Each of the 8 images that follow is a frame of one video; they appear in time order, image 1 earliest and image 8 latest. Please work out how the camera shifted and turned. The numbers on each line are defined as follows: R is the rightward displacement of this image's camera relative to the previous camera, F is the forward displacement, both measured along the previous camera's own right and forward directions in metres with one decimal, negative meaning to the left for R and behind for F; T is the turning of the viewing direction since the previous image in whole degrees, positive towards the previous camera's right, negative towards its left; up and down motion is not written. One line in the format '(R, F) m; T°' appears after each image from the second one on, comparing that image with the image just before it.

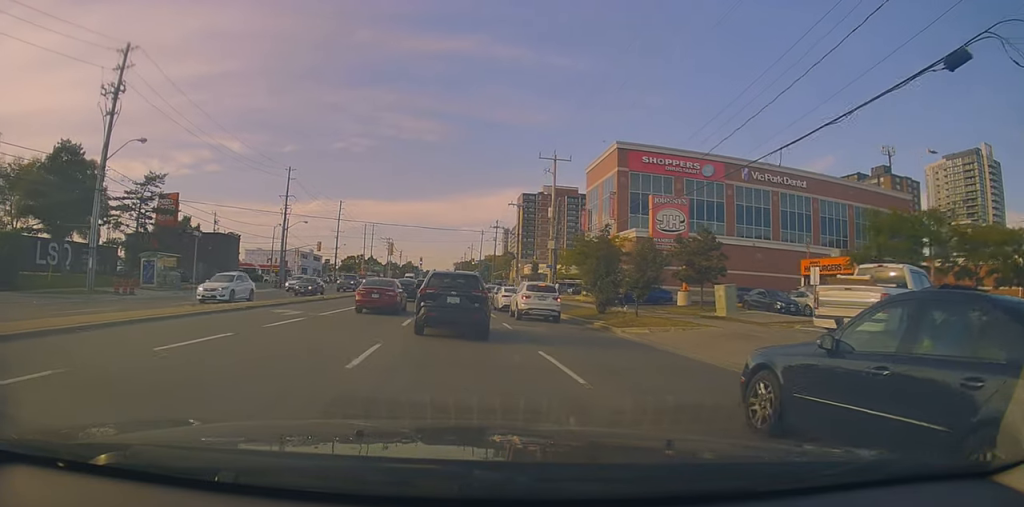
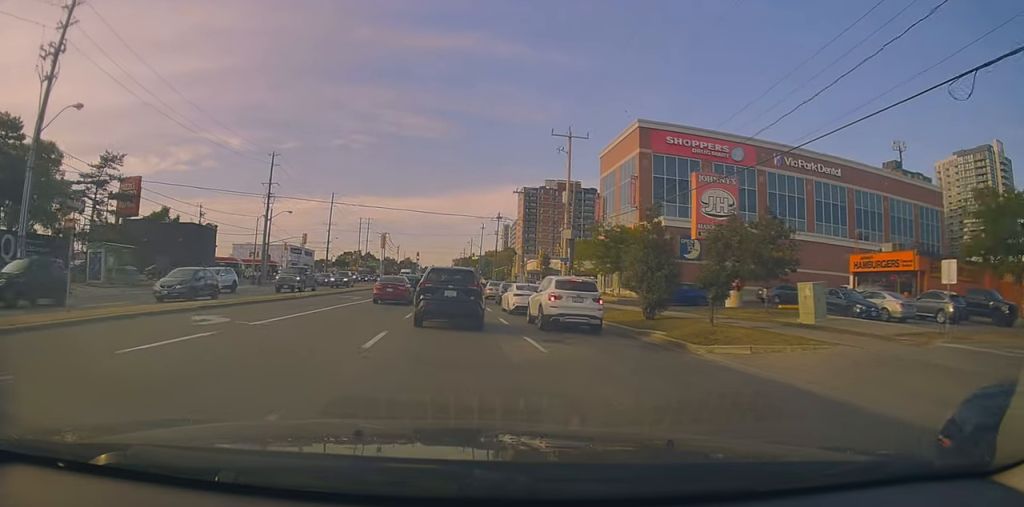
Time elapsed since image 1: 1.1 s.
(-0.2, +6.5) m; 0°
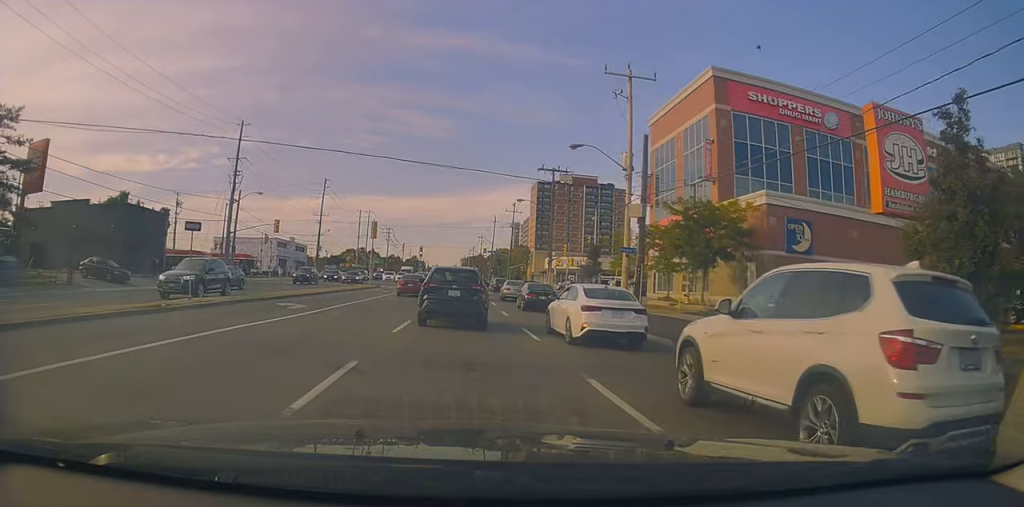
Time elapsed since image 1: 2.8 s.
(-0.6, +12.4) m; -4°
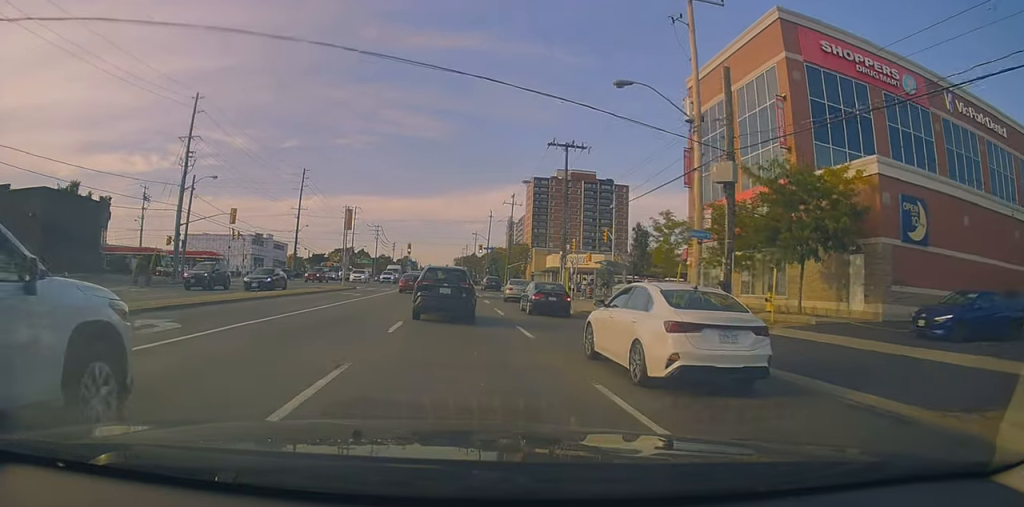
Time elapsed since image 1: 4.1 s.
(+0.5, +10.1) m; +4°
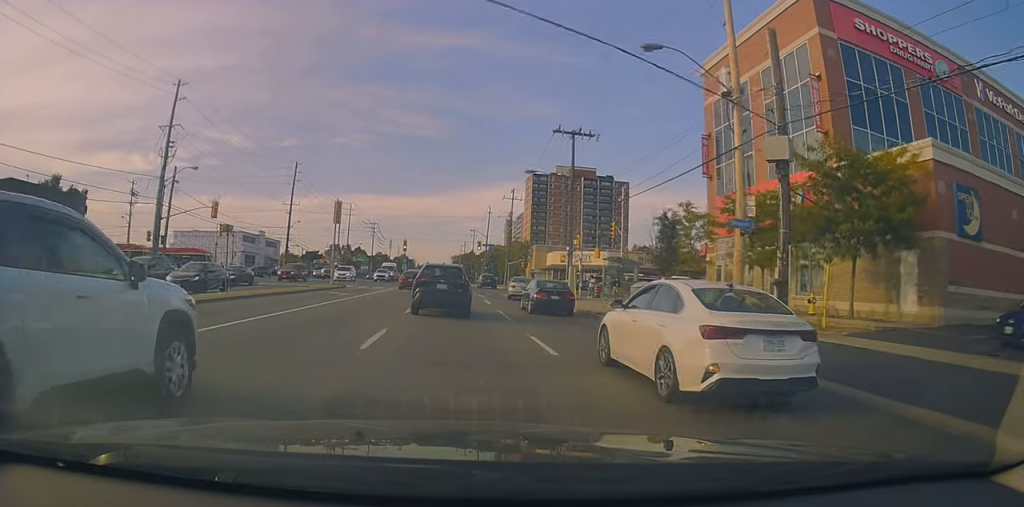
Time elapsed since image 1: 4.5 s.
(-0.1, +3.6) m; +1°
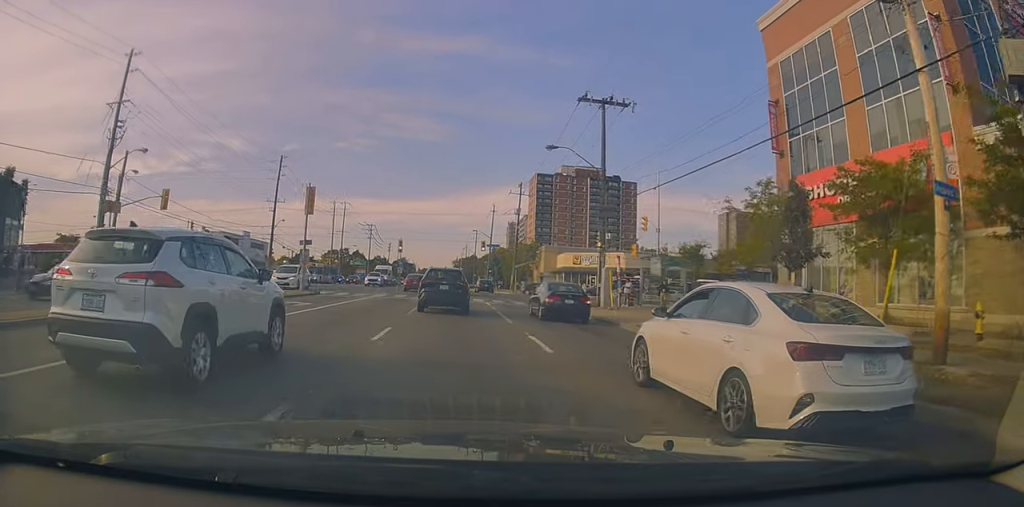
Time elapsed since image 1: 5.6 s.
(+0.1, +8.9) m; 0°
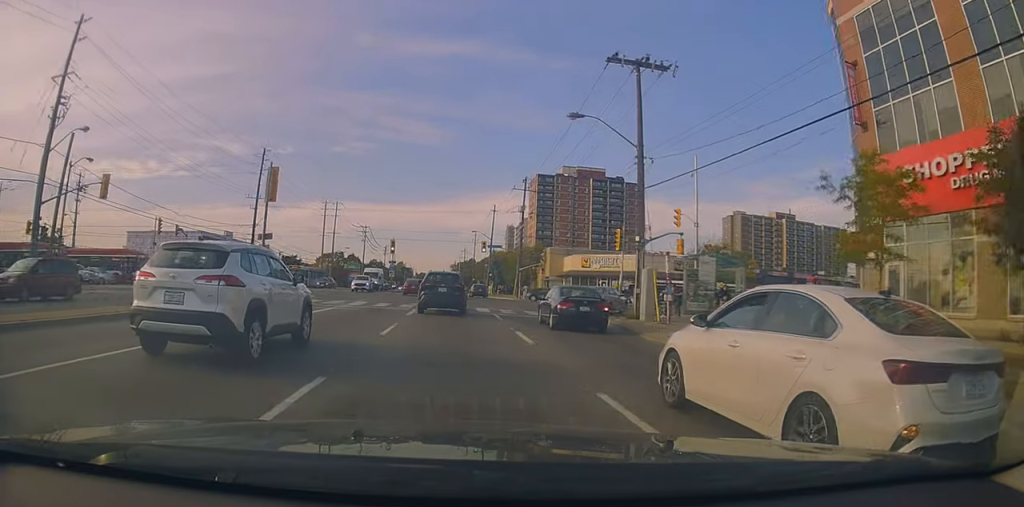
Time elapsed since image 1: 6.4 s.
(0.0, +6.8) m; -2°
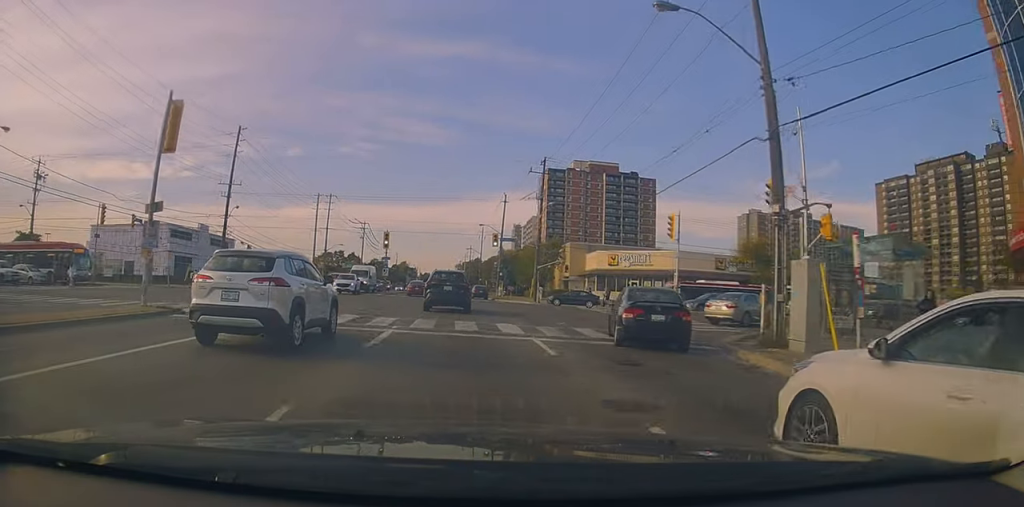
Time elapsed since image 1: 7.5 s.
(-0.5, +10.0) m; -2°
